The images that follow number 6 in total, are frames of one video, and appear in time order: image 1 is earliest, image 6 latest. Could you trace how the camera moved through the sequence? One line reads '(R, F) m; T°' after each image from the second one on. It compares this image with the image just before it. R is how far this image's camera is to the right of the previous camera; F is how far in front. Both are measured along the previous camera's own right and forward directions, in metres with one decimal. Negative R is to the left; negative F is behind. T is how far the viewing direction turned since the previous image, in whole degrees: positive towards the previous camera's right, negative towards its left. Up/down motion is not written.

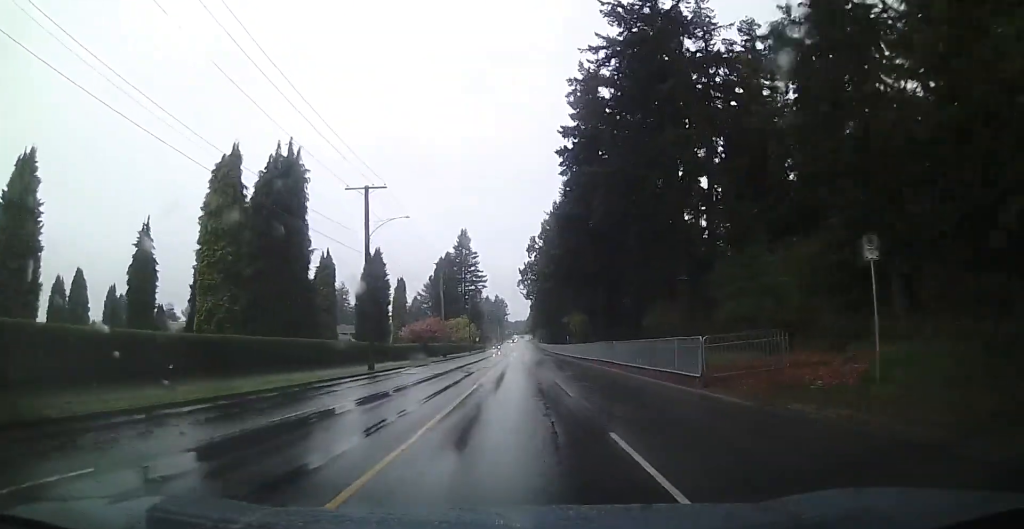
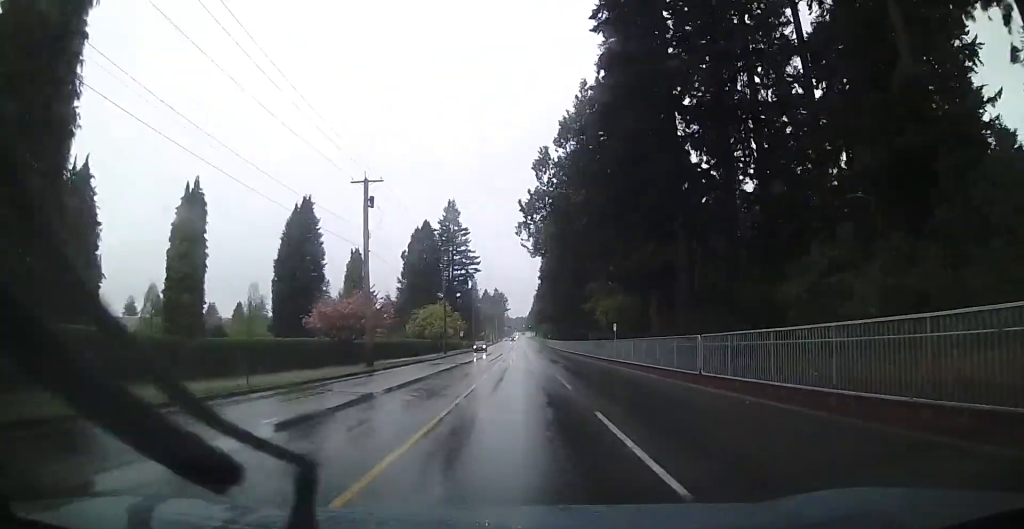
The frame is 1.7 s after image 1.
(-1.4, +35.7) m; 0°
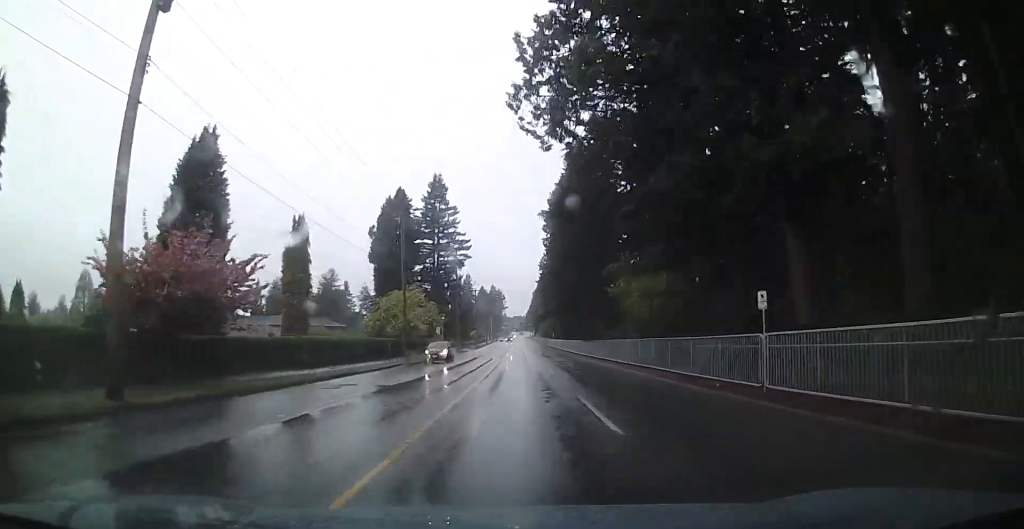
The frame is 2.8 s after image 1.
(+0.6, +24.0) m; 0°
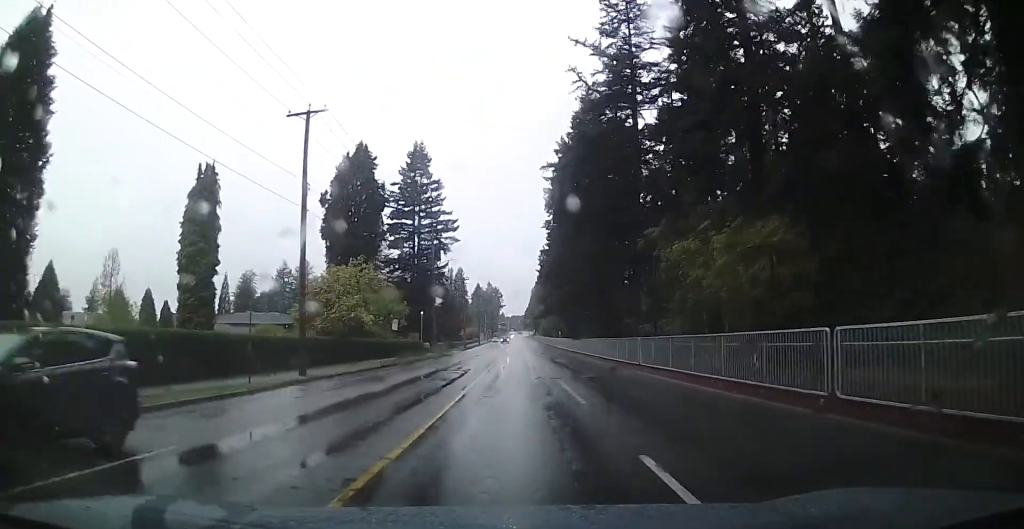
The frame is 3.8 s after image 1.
(-0.6, +22.4) m; 0°
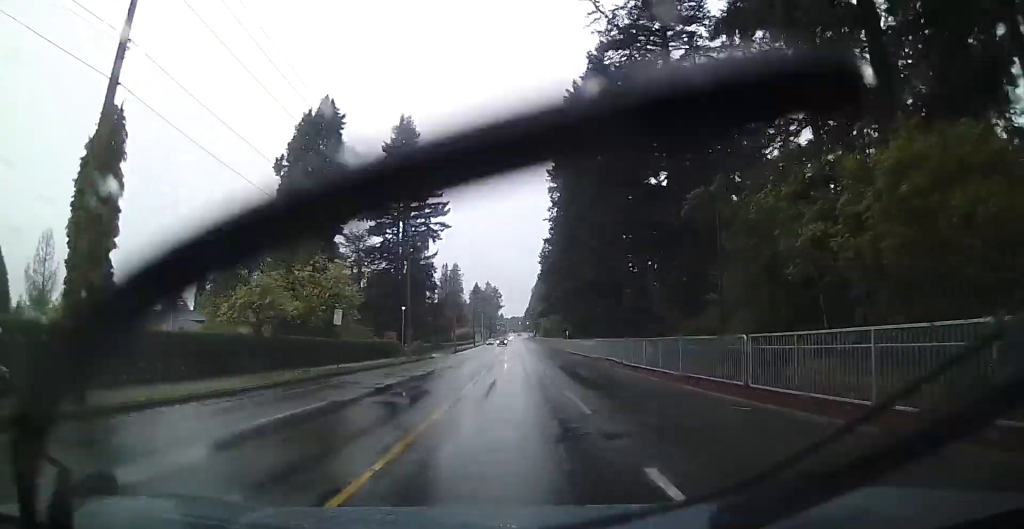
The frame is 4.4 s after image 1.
(+0.1, +14.4) m; +2°
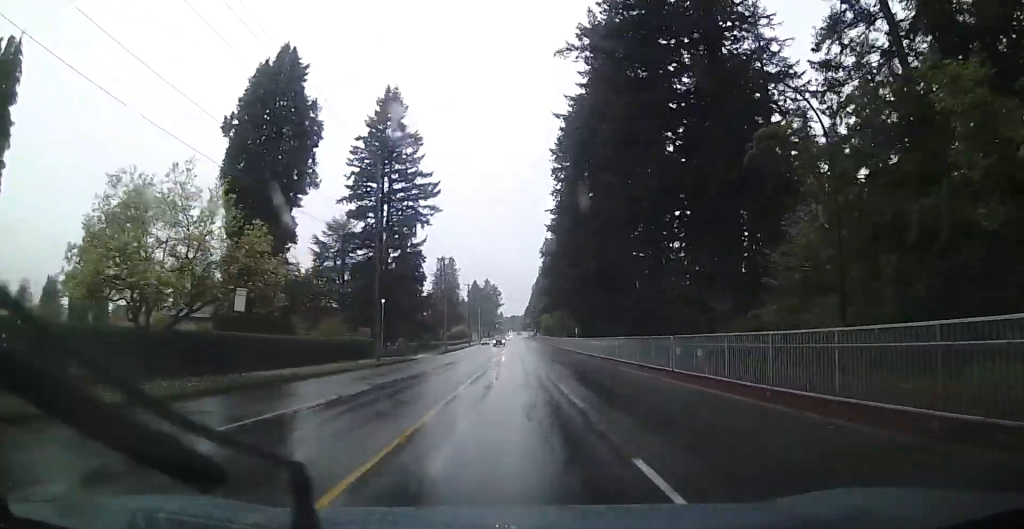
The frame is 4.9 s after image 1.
(+0.2, +11.4) m; +2°
